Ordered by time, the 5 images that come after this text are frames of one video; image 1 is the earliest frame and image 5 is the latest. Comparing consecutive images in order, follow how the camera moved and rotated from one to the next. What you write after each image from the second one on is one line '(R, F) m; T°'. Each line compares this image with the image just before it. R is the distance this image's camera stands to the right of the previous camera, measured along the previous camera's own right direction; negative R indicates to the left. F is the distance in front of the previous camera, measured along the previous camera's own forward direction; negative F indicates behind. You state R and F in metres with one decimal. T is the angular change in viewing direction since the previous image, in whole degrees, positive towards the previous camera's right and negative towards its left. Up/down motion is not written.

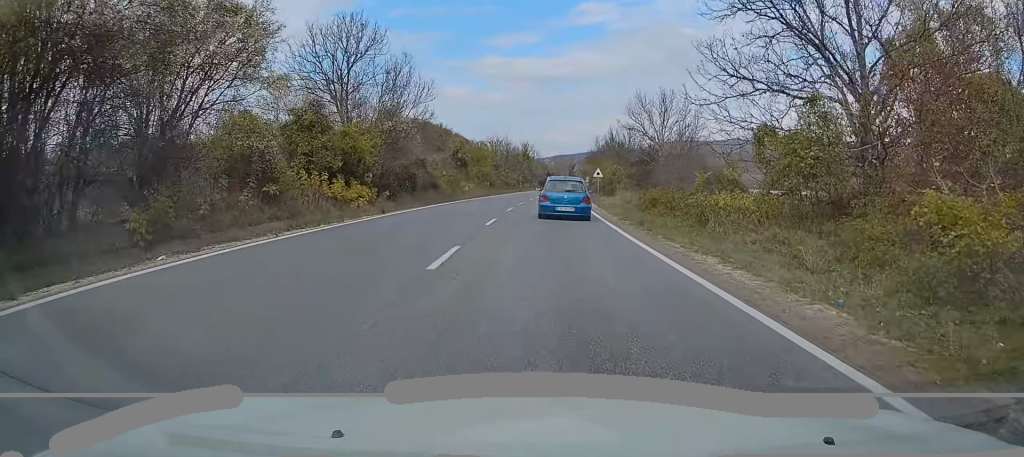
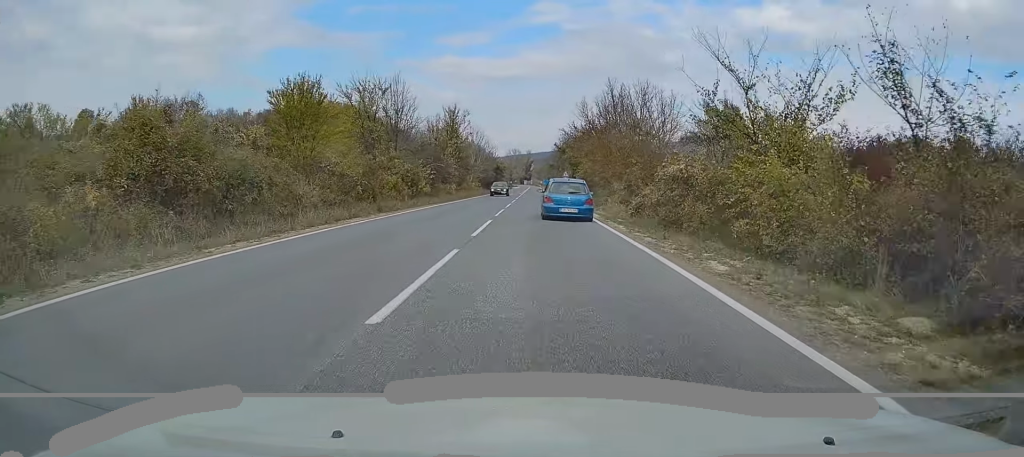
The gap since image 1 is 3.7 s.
(+2.8, +62.9) m; +4°
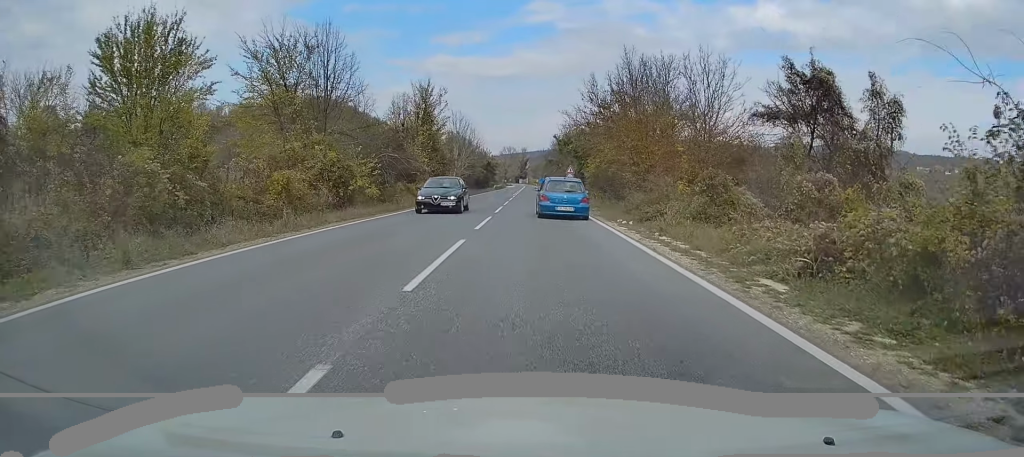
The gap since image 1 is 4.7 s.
(0.0, +16.2) m; +1°
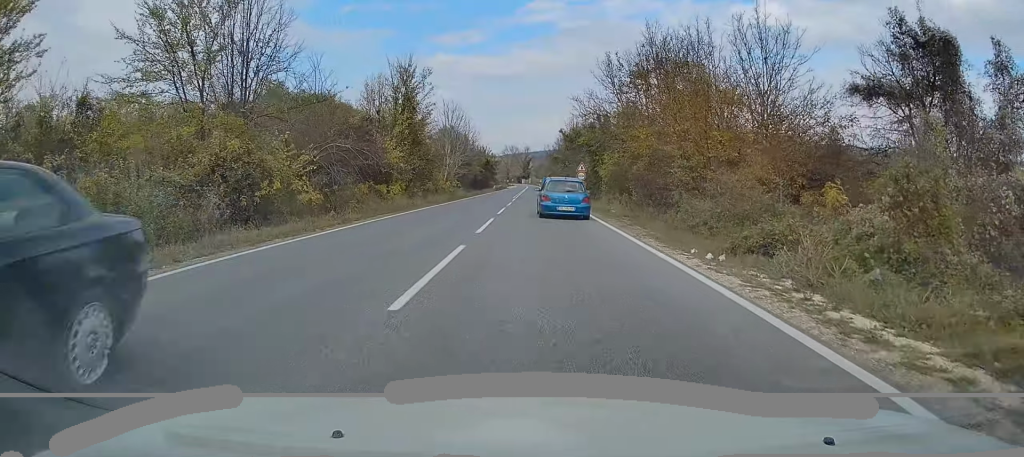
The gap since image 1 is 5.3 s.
(+0.1, +10.1) m; 0°
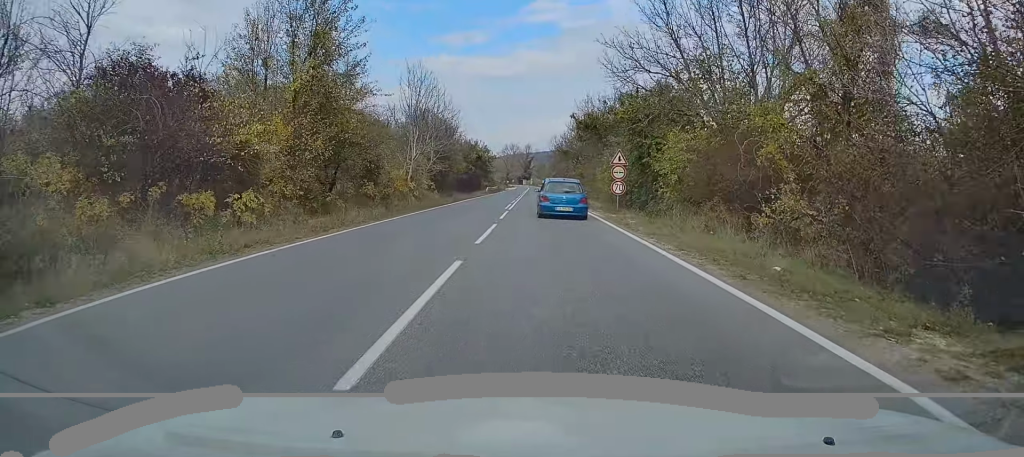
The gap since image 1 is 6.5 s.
(0.0, +20.6) m; -1°
